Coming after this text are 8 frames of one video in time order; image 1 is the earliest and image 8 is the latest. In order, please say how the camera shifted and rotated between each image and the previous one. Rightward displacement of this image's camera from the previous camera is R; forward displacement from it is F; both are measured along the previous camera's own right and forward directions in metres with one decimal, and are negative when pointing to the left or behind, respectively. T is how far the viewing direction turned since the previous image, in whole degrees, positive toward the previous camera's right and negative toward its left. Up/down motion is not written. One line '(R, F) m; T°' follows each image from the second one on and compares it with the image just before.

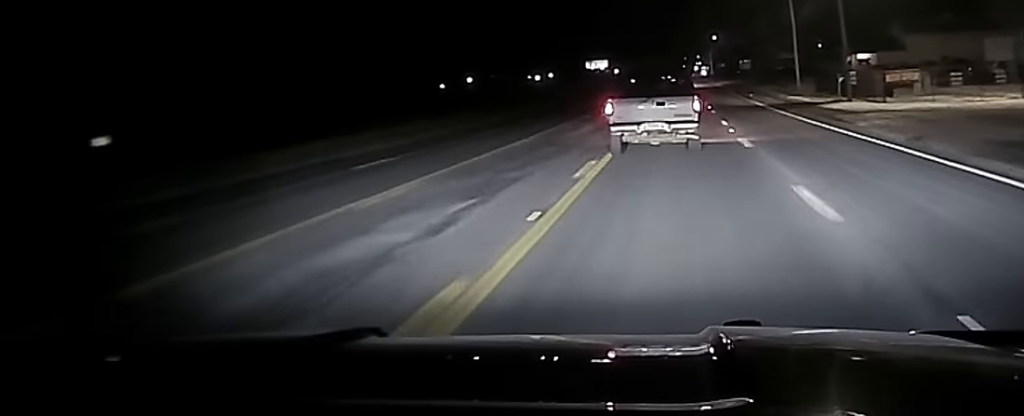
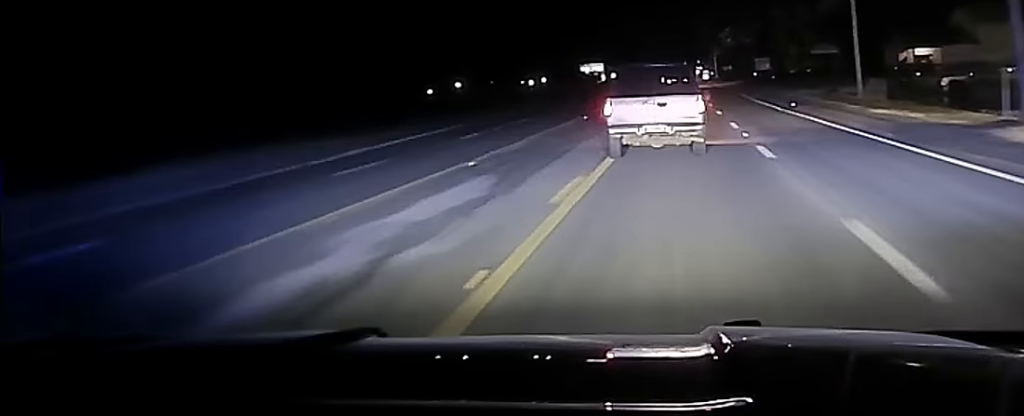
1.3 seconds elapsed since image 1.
(+0.1, +26.7) m; +1°
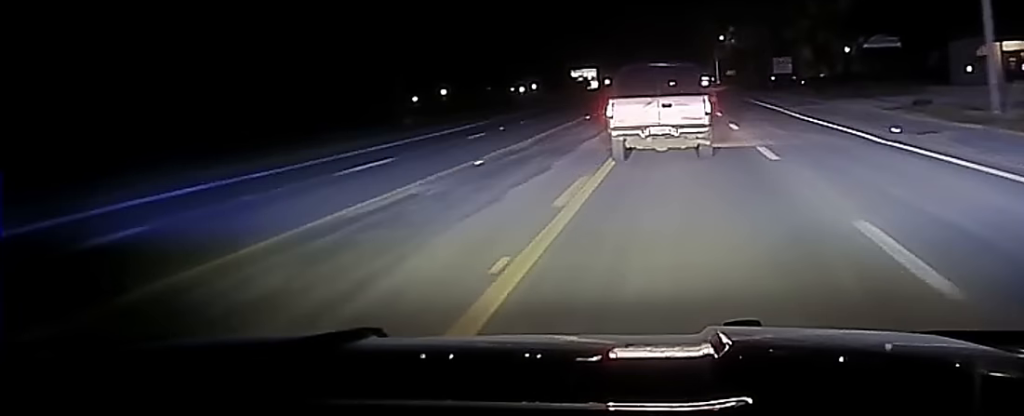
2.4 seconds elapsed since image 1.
(+0.2, +26.9) m; +1°
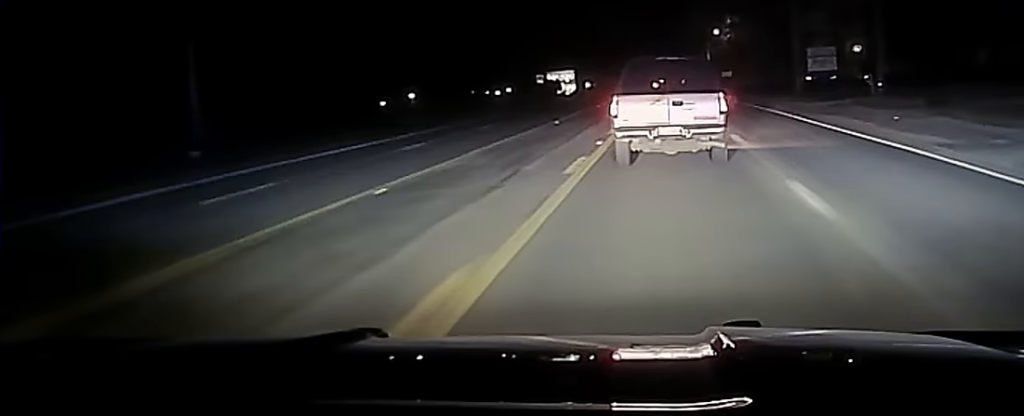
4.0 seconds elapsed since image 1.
(+0.1, +32.2) m; +1°
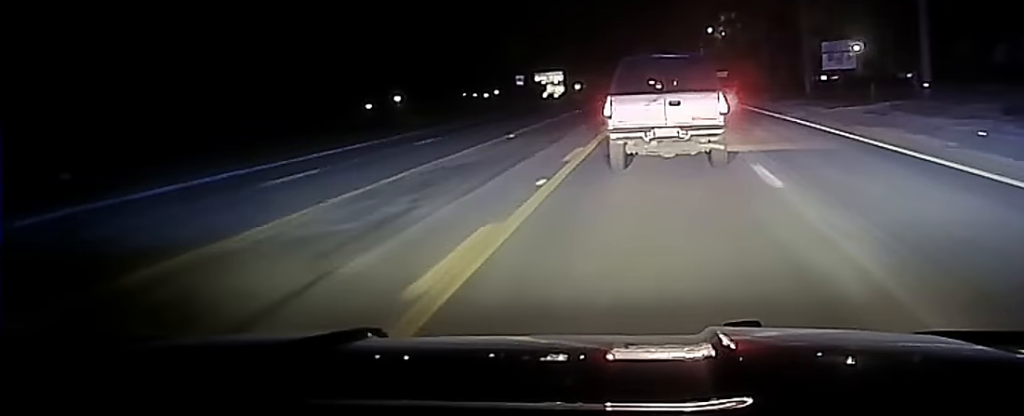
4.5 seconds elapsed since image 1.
(0.0, +8.6) m; +1°
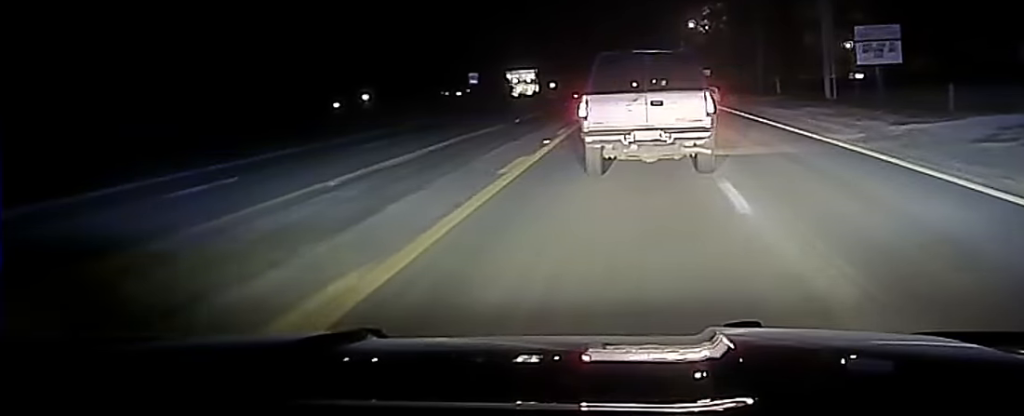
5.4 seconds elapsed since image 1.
(+0.3, +13.0) m; +1°
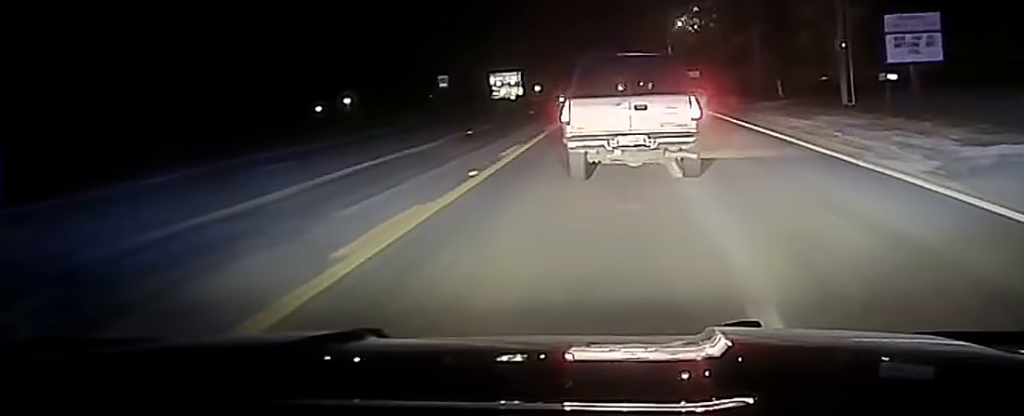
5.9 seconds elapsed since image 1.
(0.0, +5.7) m; 0°
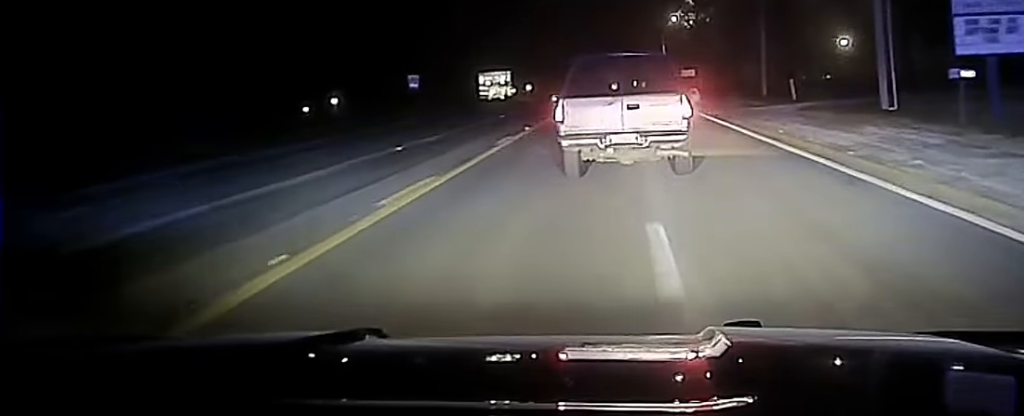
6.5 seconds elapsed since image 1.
(0.0, +6.8) m; +1°
